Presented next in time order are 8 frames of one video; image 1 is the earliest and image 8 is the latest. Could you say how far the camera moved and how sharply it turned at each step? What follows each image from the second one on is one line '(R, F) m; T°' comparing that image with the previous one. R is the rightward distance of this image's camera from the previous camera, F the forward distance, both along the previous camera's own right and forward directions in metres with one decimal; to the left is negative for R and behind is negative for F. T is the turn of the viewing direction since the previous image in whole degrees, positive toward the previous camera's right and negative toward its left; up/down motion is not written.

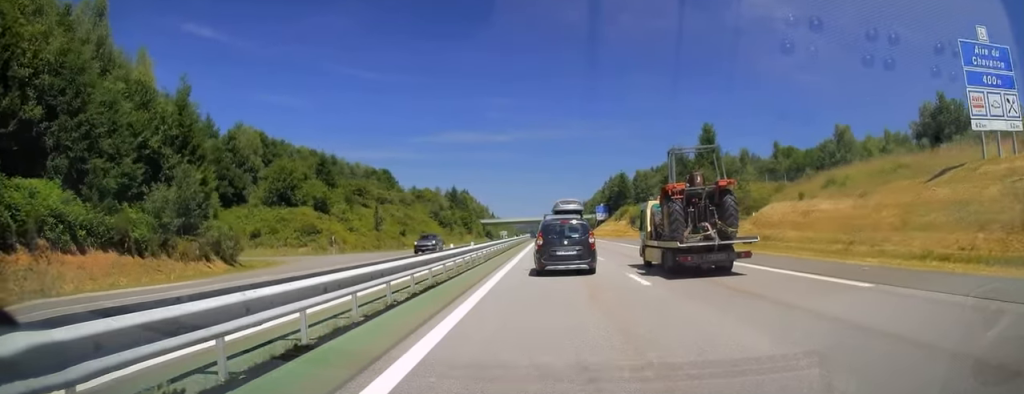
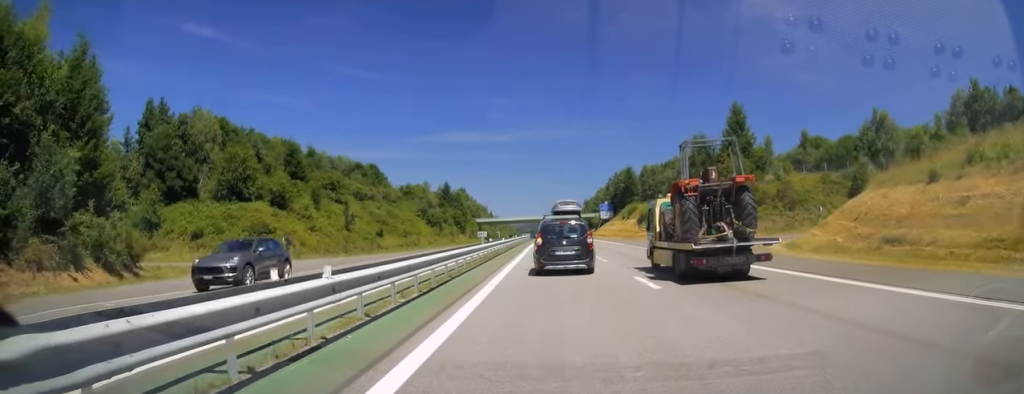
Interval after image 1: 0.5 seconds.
(0.0, +14.0) m; 0°
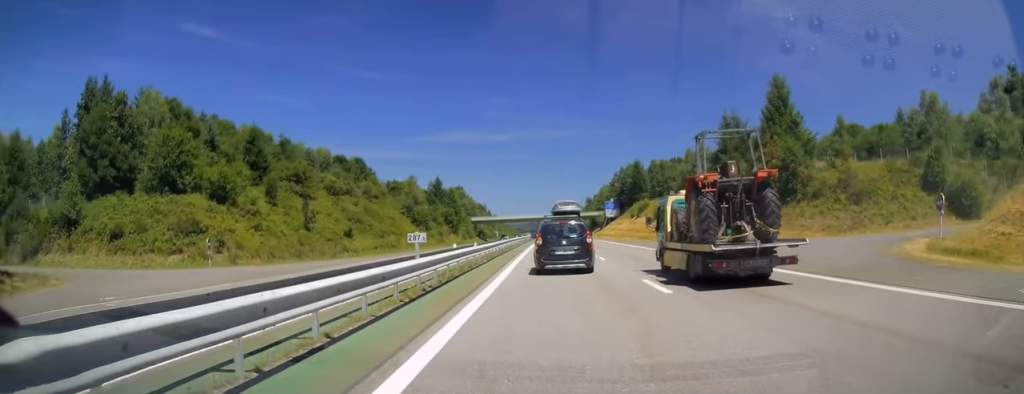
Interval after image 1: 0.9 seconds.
(0.0, +14.0) m; 0°
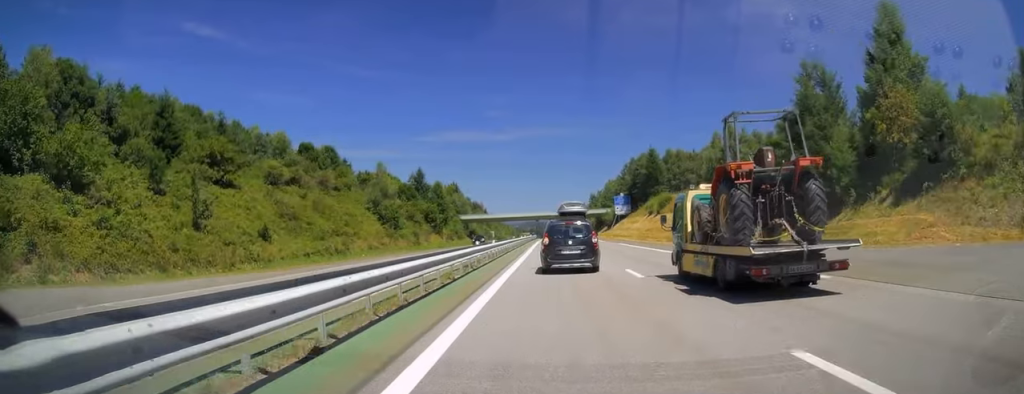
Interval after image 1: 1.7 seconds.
(+0.1, +22.1) m; 0°
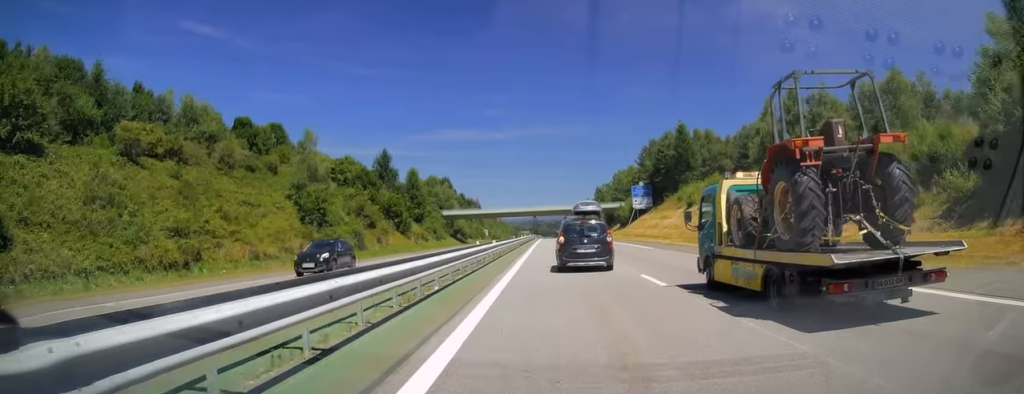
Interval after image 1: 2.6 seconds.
(+0.1, +28.8) m; 0°
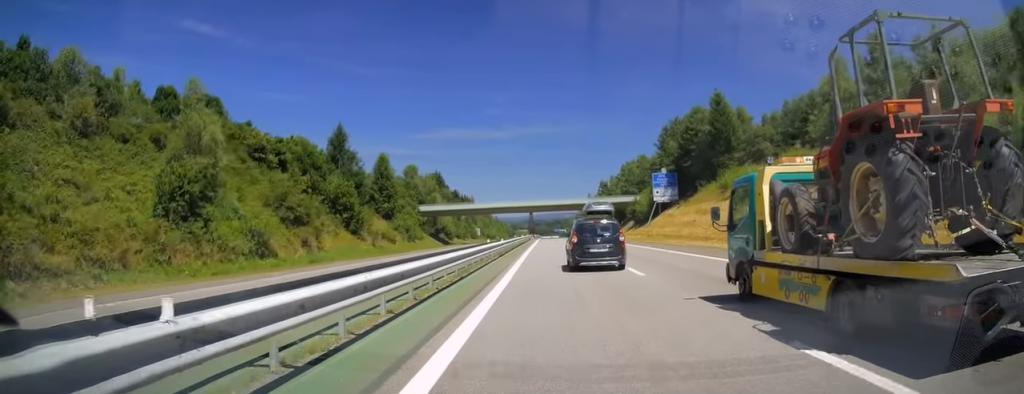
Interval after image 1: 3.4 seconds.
(+0.1, +22.9) m; 0°
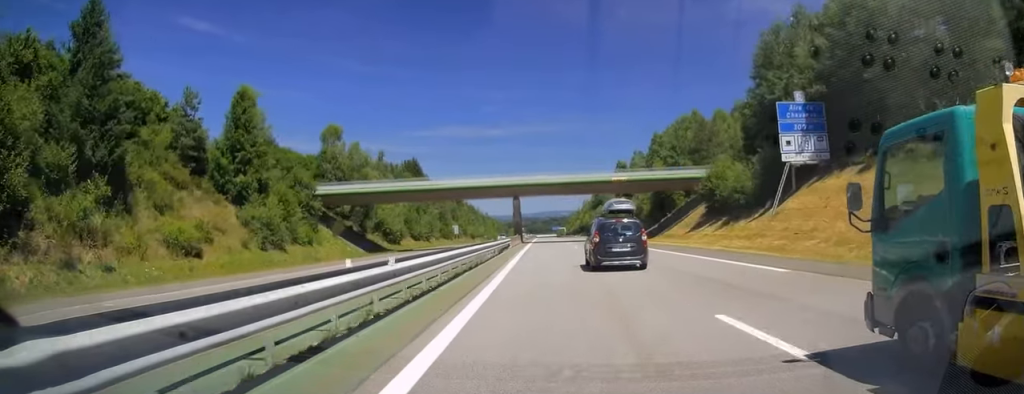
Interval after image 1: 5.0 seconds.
(0.0, +49.7) m; 0°
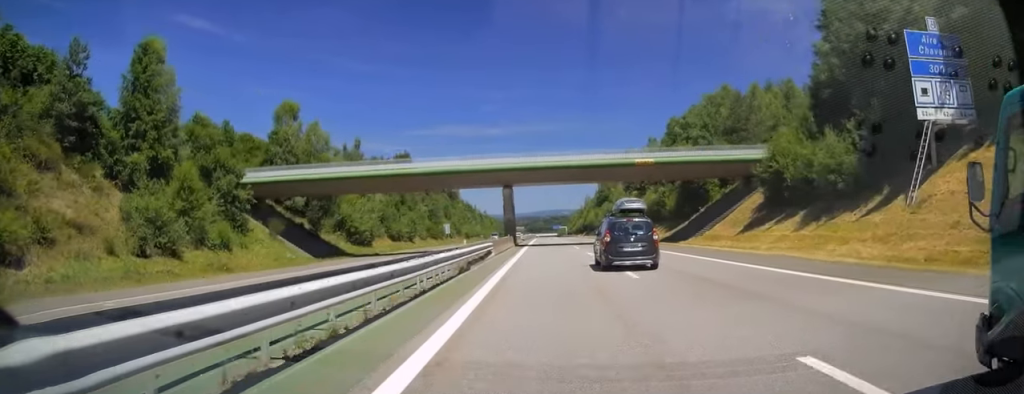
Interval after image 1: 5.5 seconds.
(-0.2, +16.0) m; 0°
